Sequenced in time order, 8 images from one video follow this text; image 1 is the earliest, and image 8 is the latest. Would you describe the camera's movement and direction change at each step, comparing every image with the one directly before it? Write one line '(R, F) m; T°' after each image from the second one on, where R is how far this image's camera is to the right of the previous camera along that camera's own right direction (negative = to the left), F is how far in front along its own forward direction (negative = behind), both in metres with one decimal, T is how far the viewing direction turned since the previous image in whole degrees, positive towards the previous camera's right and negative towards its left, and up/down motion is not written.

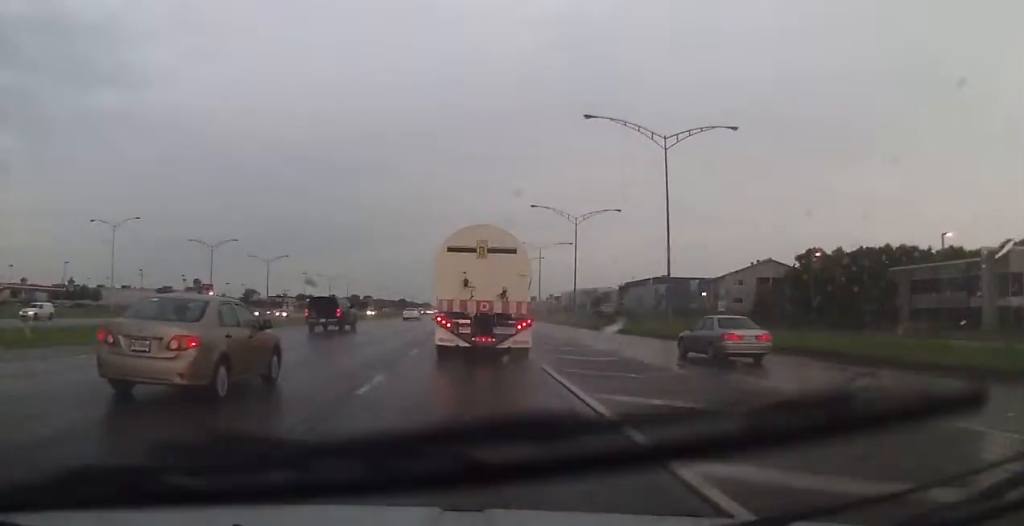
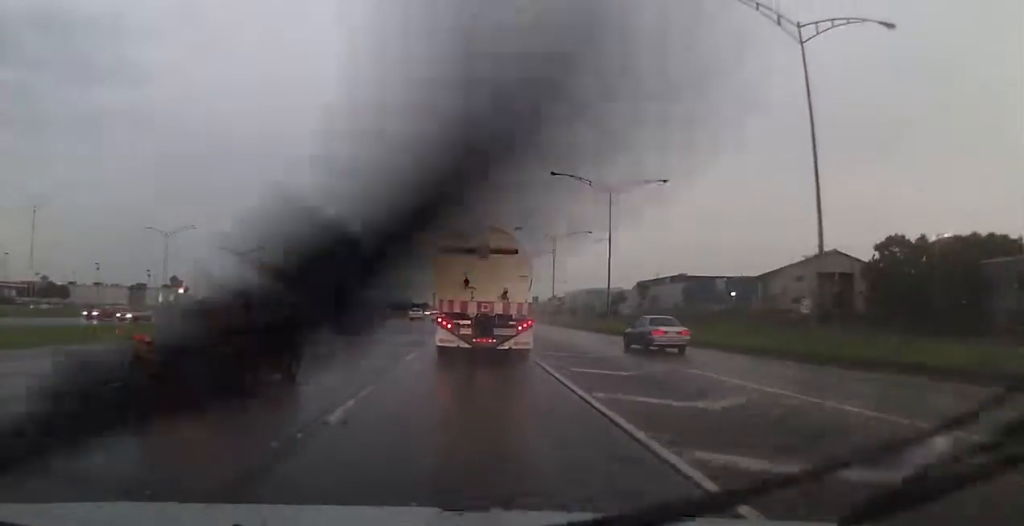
(+0.1, +20.5) m; +1°
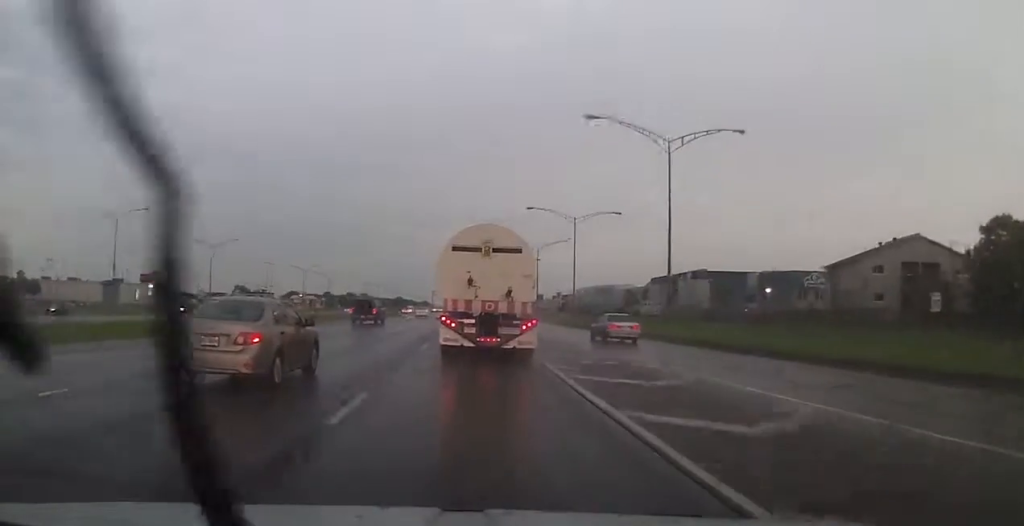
(+0.2, +18.5) m; 0°
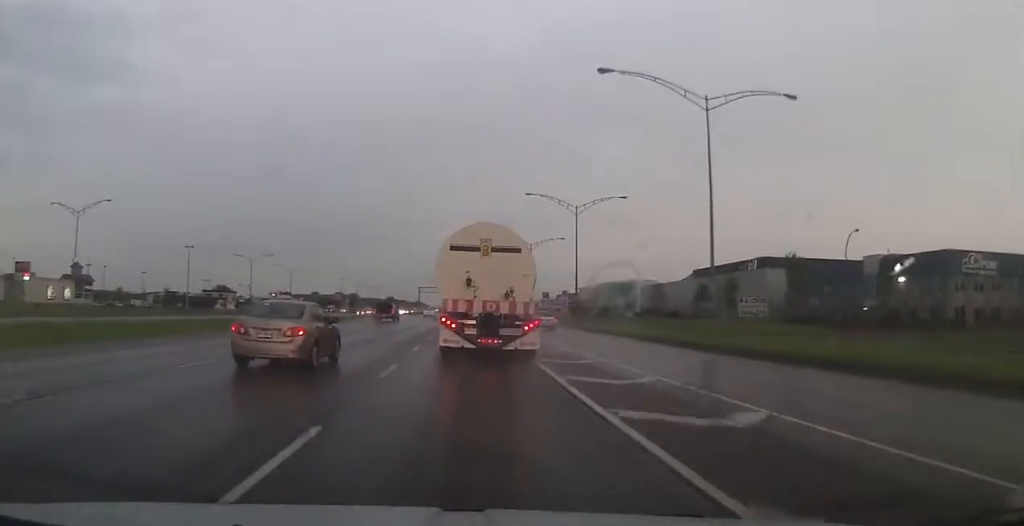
(-1.0, +47.8) m; 0°
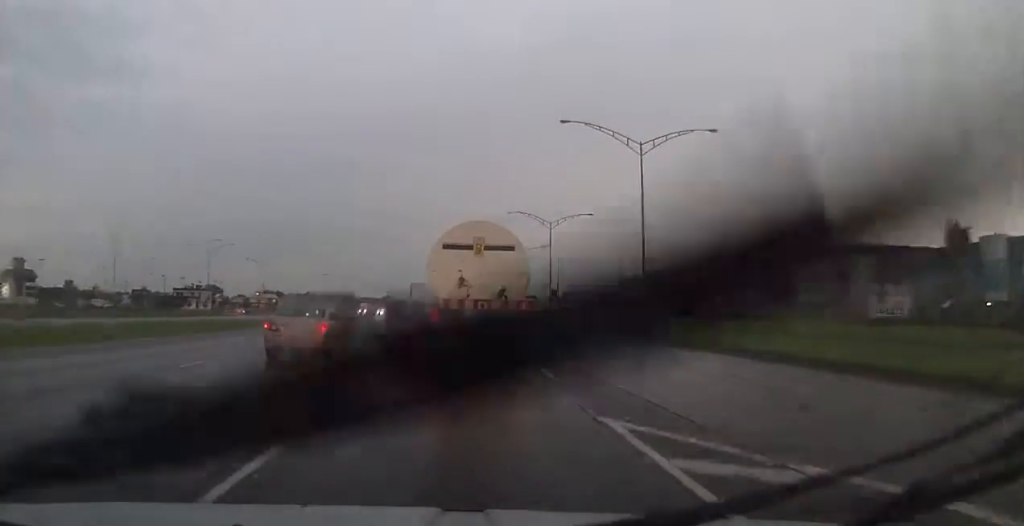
(+0.3, +27.9) m; 0°
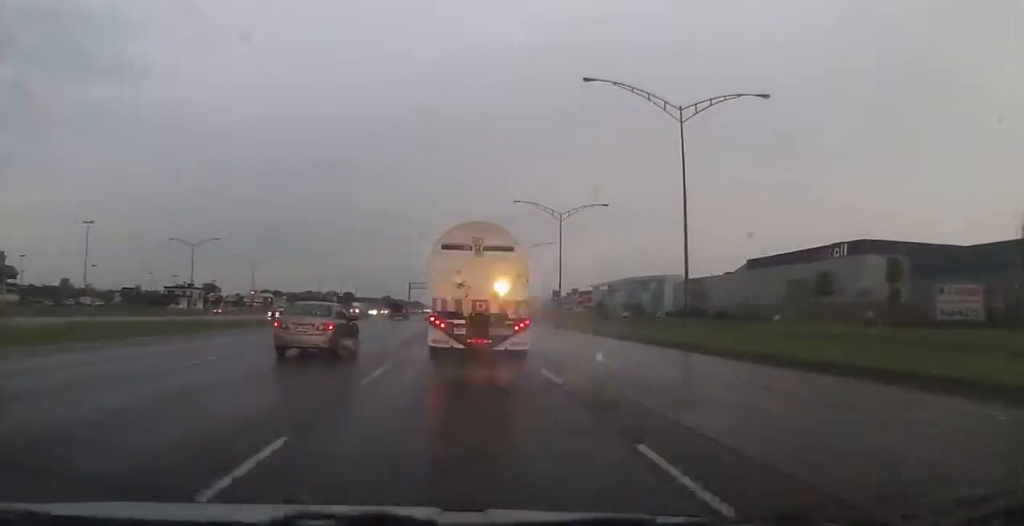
(0.0, +8.6) m; -1°
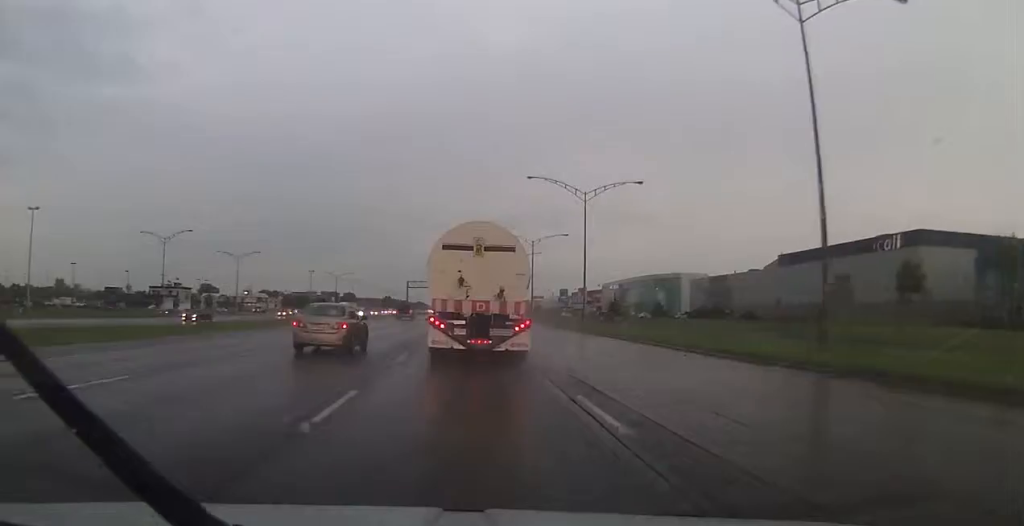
(-0.2, +14.5) m; 0°
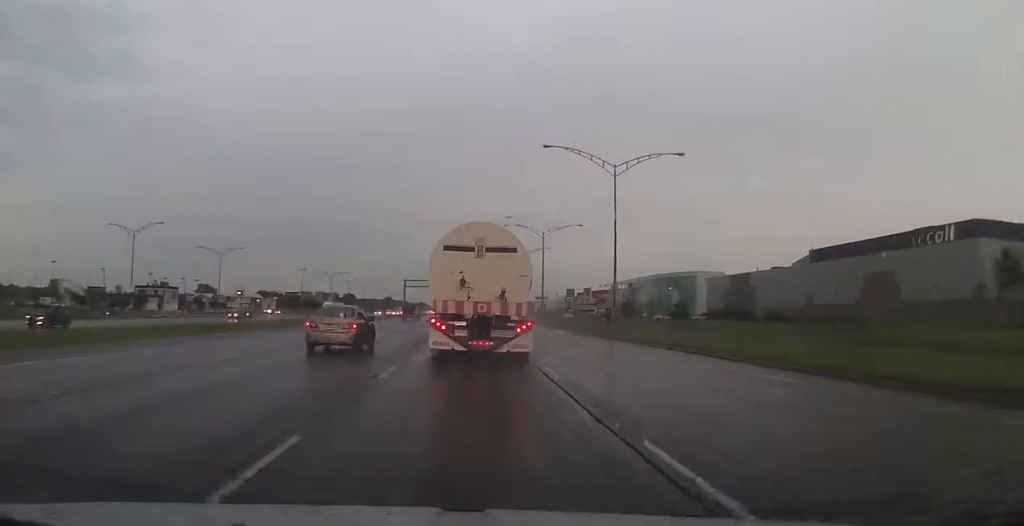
(0.0, +12.3) m; 0°
